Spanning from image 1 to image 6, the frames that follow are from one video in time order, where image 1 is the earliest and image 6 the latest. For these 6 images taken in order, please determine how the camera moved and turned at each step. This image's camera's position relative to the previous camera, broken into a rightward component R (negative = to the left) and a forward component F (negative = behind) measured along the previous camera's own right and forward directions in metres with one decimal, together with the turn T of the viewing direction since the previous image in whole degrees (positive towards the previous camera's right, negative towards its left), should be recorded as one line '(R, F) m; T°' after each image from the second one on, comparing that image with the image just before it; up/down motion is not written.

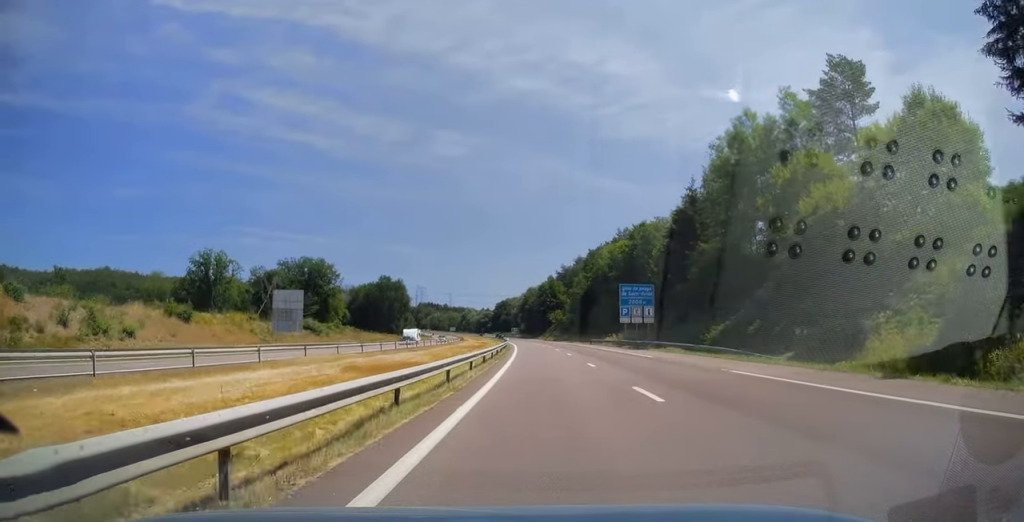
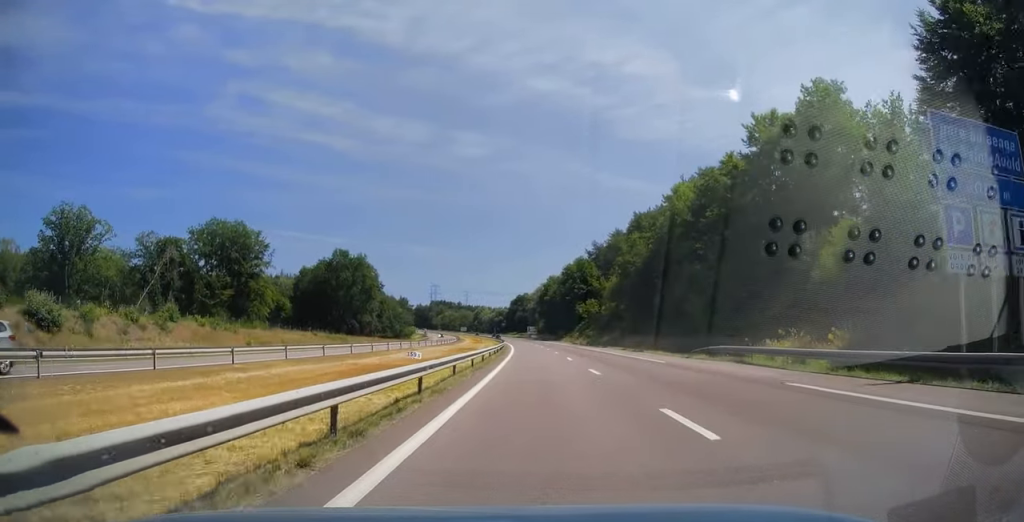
(-1.5, +57.0) m; -3°
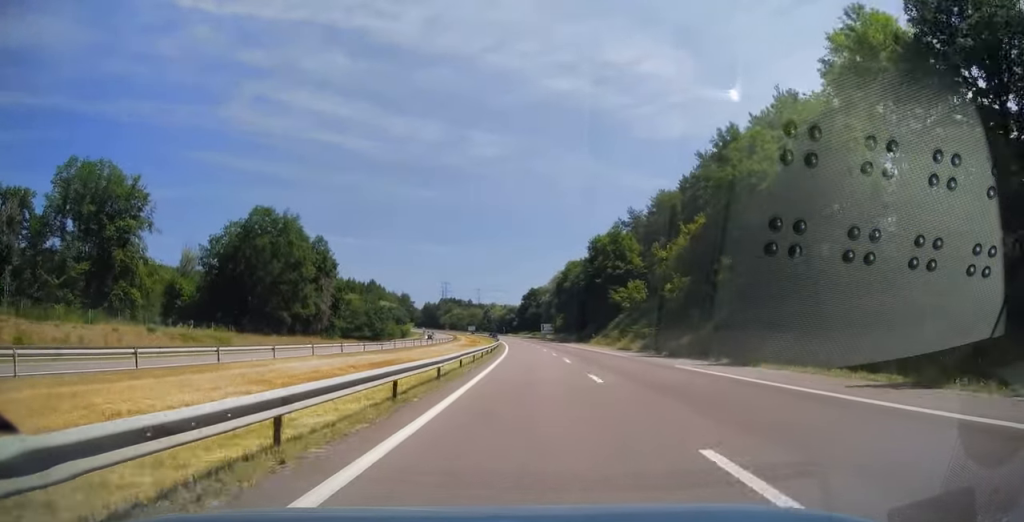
(-0.4, +43.3) m; -2°
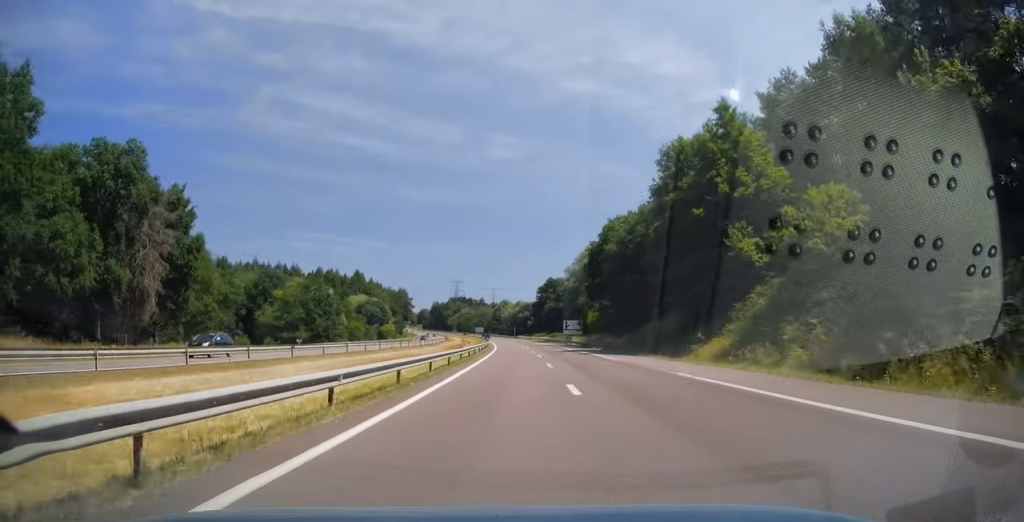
(-1.1, +55.9) m; -2°
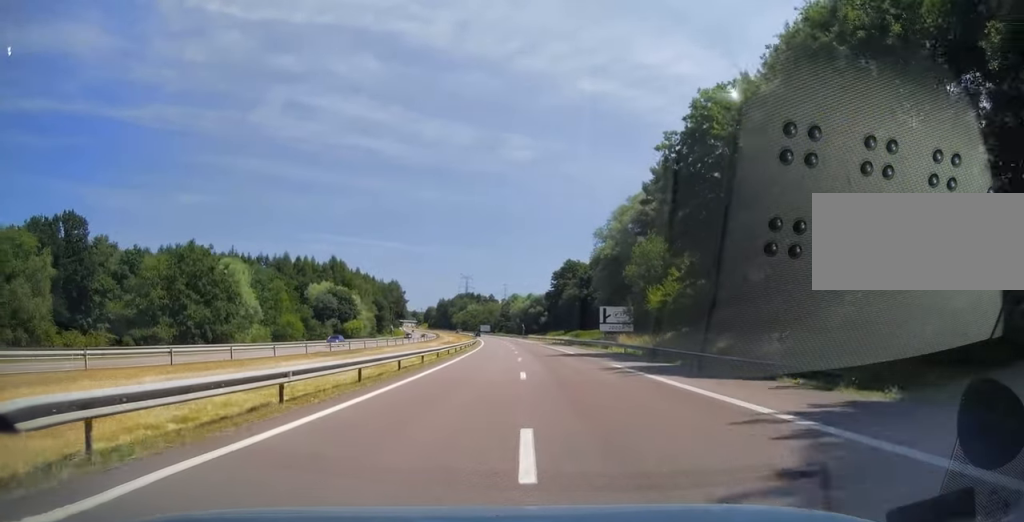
(-0.6, +47.8) m; -1°
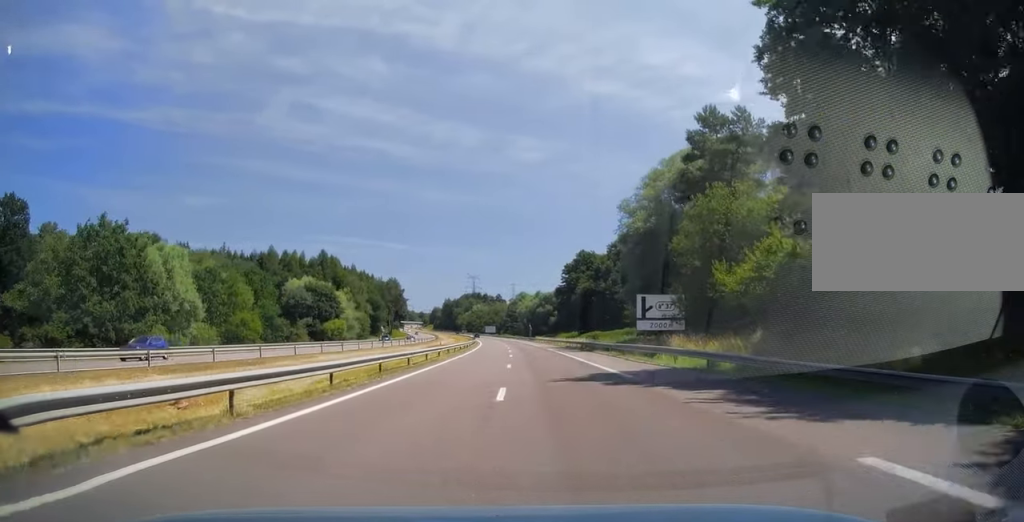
(0.0, +19.3) m; -1°
